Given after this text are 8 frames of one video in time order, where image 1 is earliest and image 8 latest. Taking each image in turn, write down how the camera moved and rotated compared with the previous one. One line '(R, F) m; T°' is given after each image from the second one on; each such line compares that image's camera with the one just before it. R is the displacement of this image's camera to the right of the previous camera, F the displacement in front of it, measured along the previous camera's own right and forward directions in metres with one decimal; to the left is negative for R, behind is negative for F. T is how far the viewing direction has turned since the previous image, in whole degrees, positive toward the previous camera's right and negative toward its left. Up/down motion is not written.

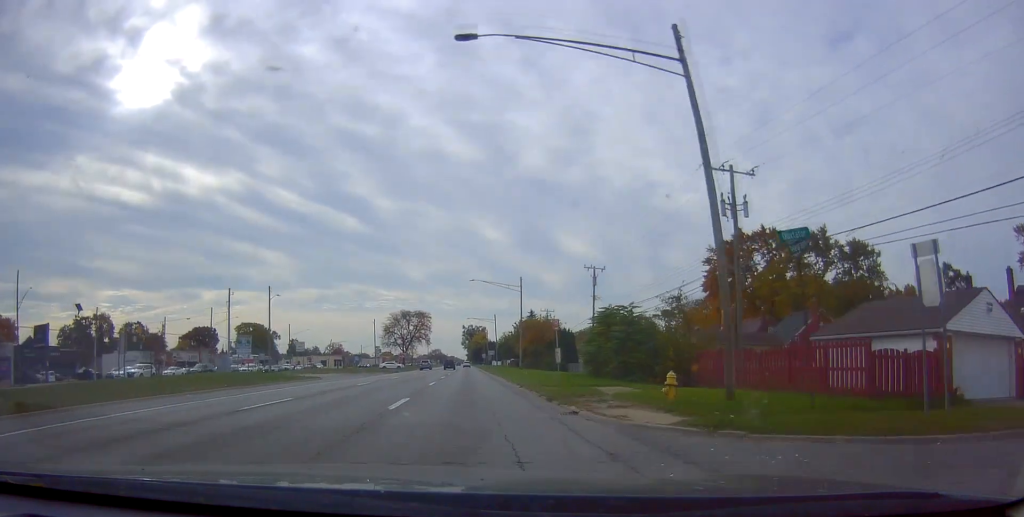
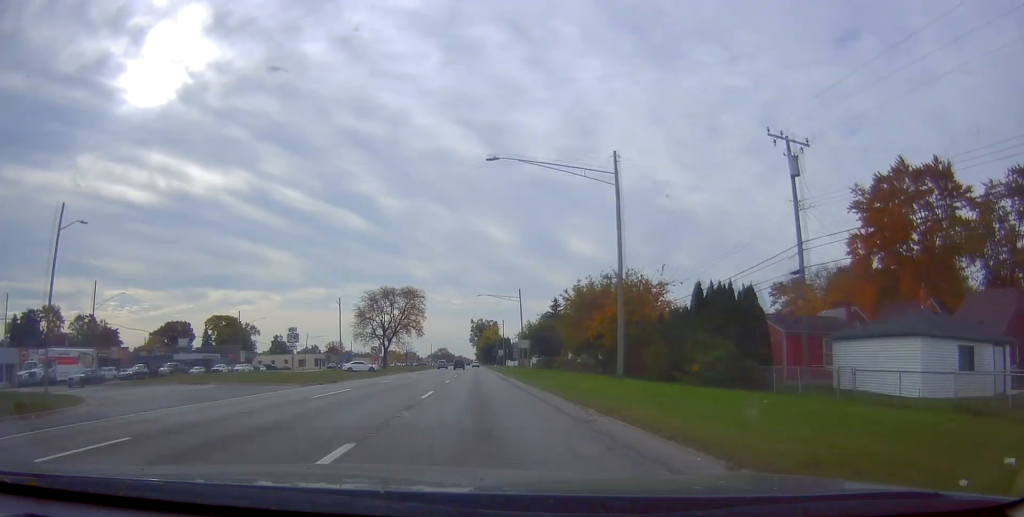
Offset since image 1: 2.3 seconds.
(+0.3, +49.3) m; 0°
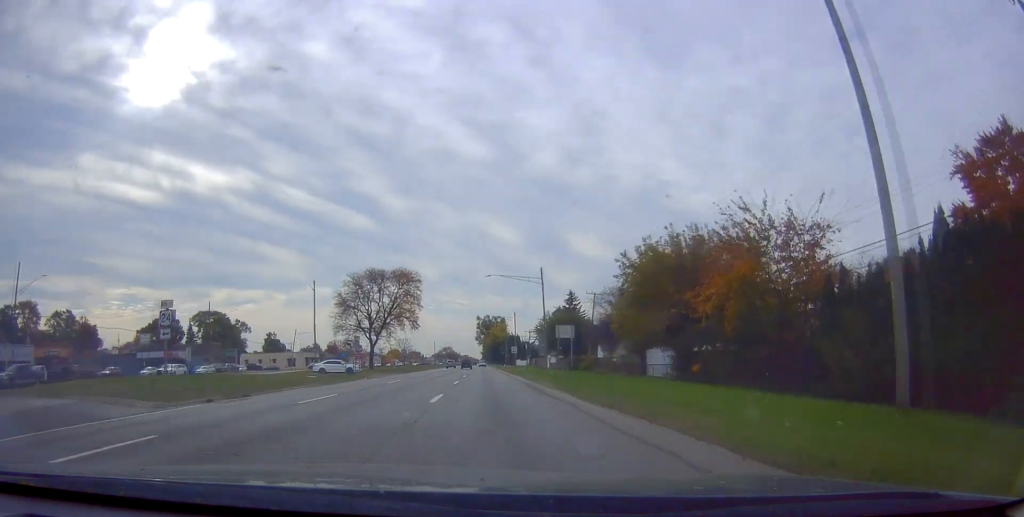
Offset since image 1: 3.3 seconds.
(0.0, +19.2) m; 0°
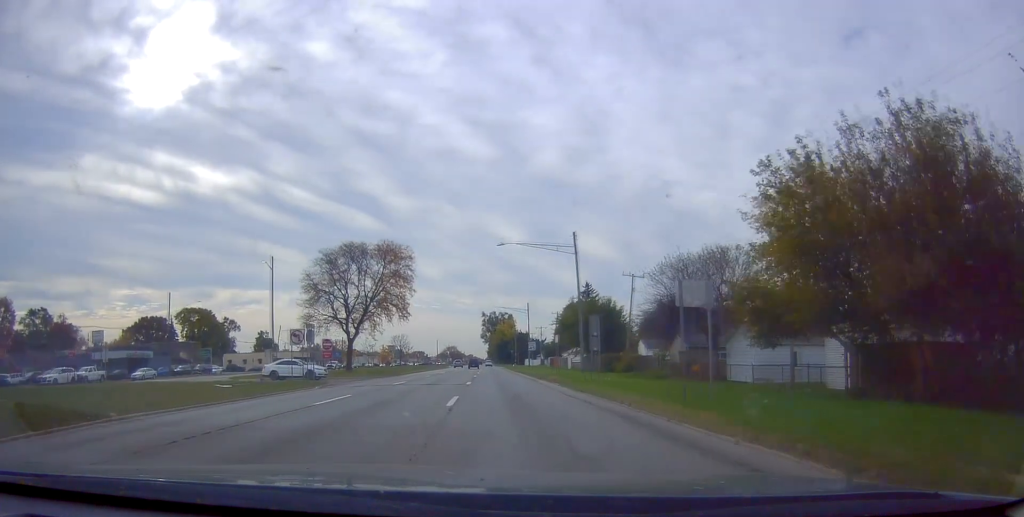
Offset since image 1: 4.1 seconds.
(-0.1, +17.4) m; -1°
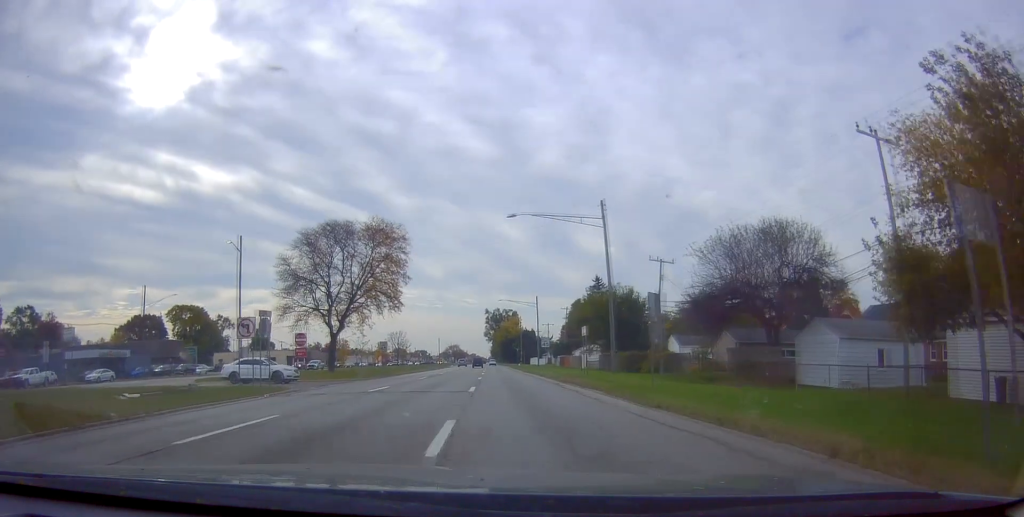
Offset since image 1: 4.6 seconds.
(+0.1, +8.8) m; -1°
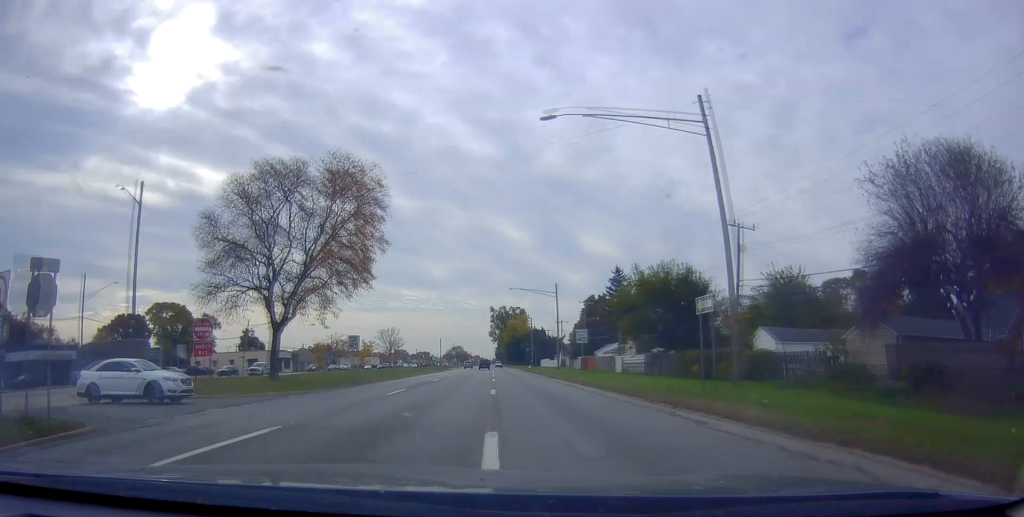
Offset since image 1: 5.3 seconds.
(-0.2, +14.6) m; -1°
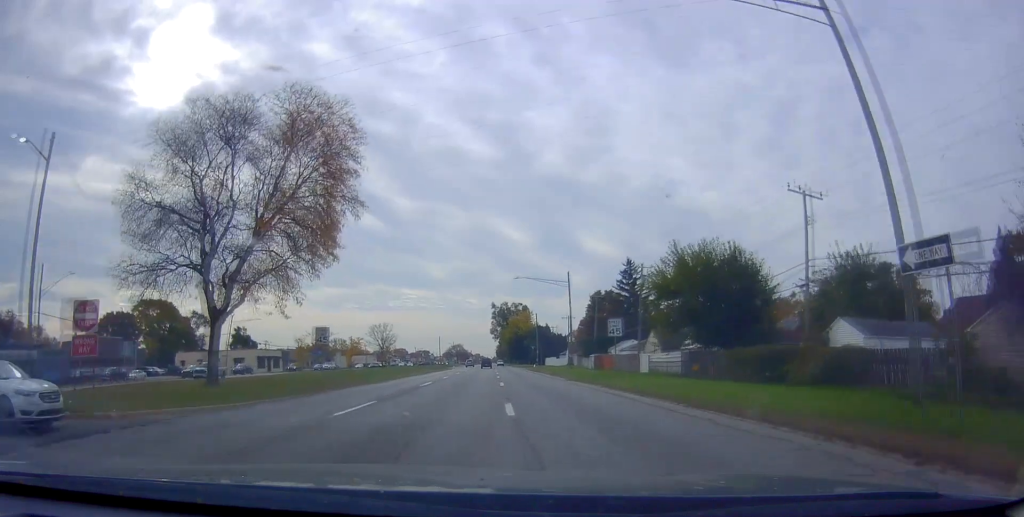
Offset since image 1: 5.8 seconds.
(-0.1, +8.0) m; -1°
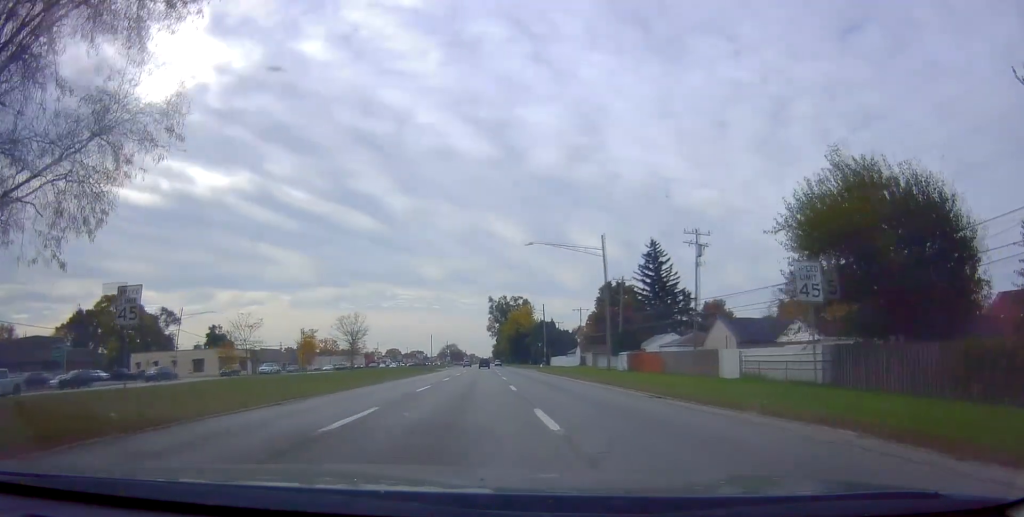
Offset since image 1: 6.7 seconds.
(+0.1, +16.8) m; +2°
